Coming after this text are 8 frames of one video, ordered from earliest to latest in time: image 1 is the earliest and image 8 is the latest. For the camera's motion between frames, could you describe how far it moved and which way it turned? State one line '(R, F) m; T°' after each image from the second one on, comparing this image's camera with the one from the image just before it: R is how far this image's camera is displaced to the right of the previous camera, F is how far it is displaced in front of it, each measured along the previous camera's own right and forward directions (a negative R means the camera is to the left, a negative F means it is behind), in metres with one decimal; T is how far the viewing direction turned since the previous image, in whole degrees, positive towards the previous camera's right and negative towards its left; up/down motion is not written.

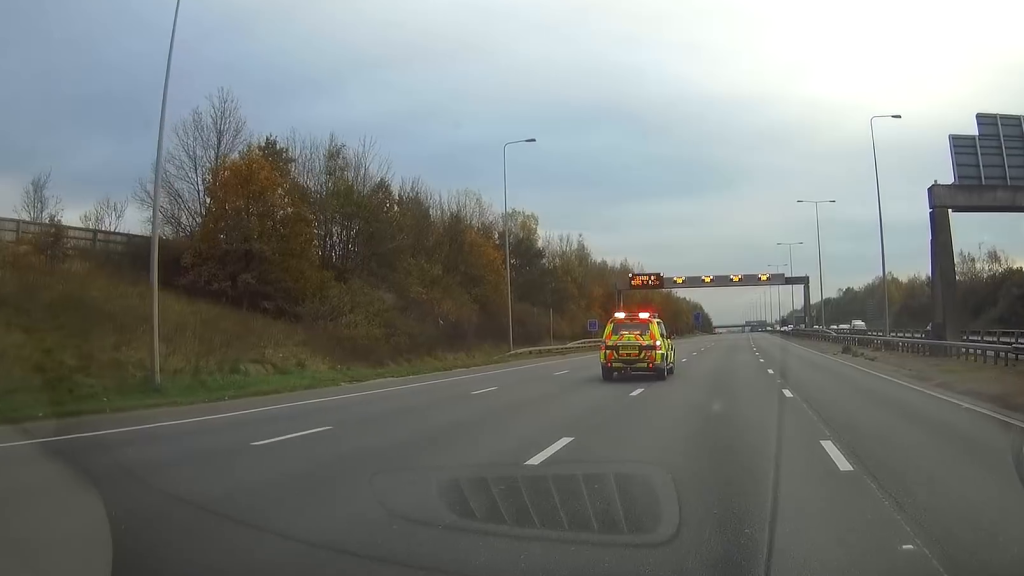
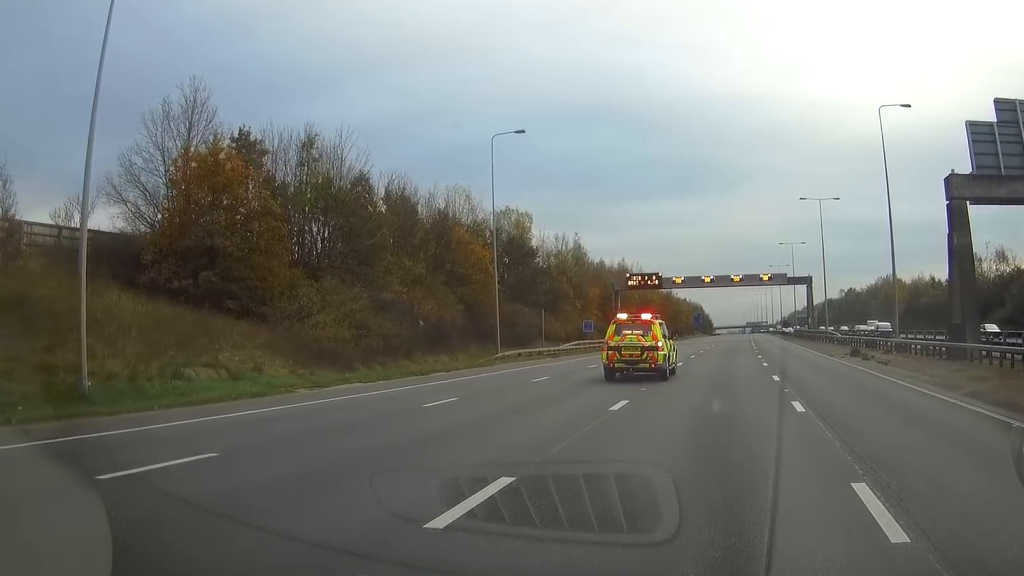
(+0.1, +3.4) m; 0°
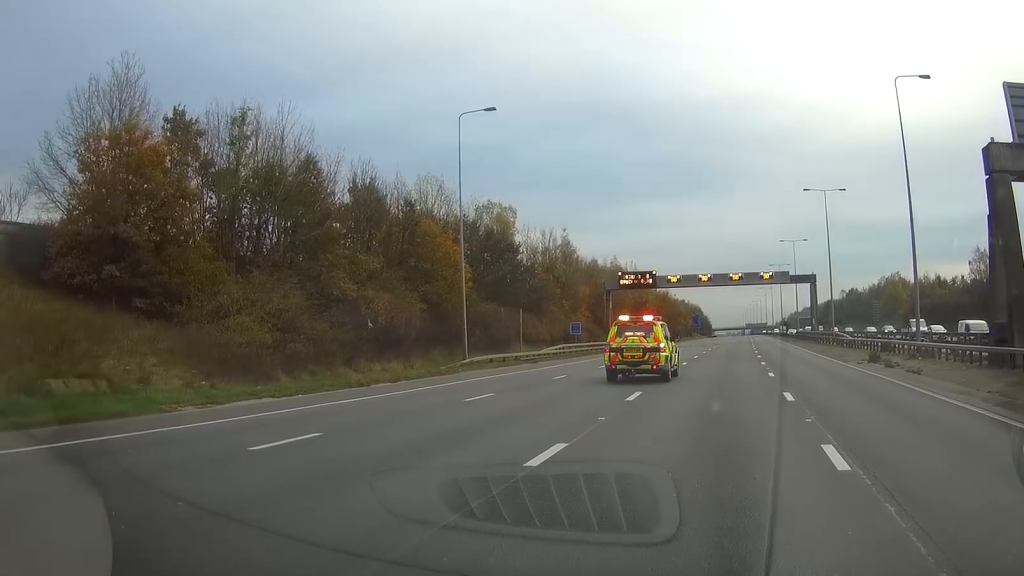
(-0.2, +6.9) m; -2°
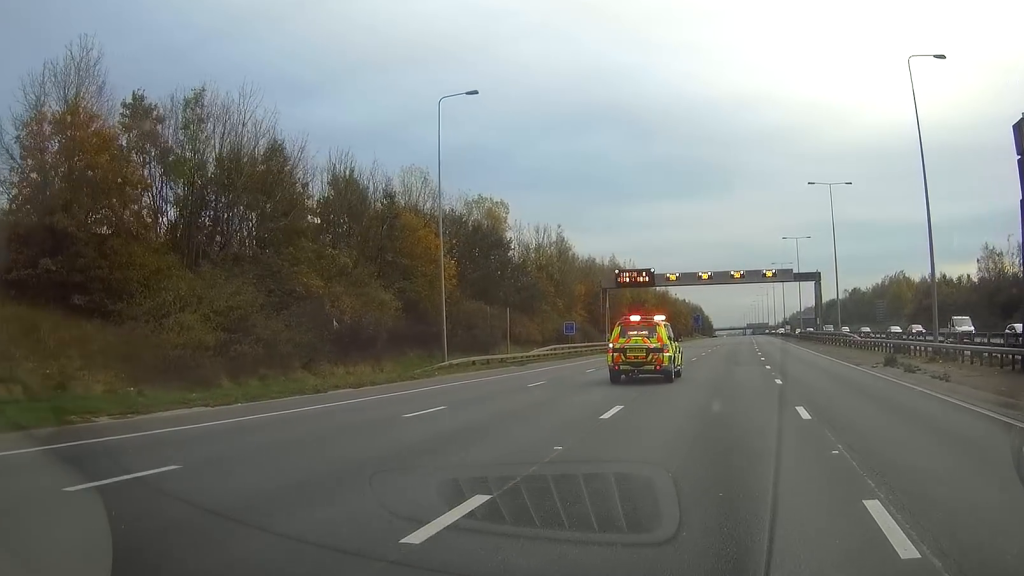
(0.0, +3.9) m; 0°
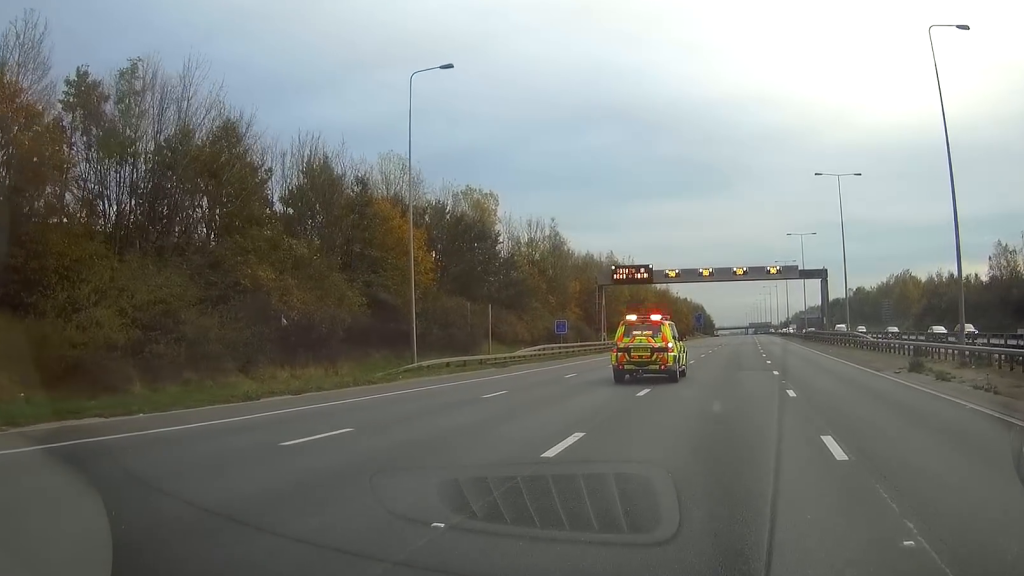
(0.0, +4.7) m; 0°
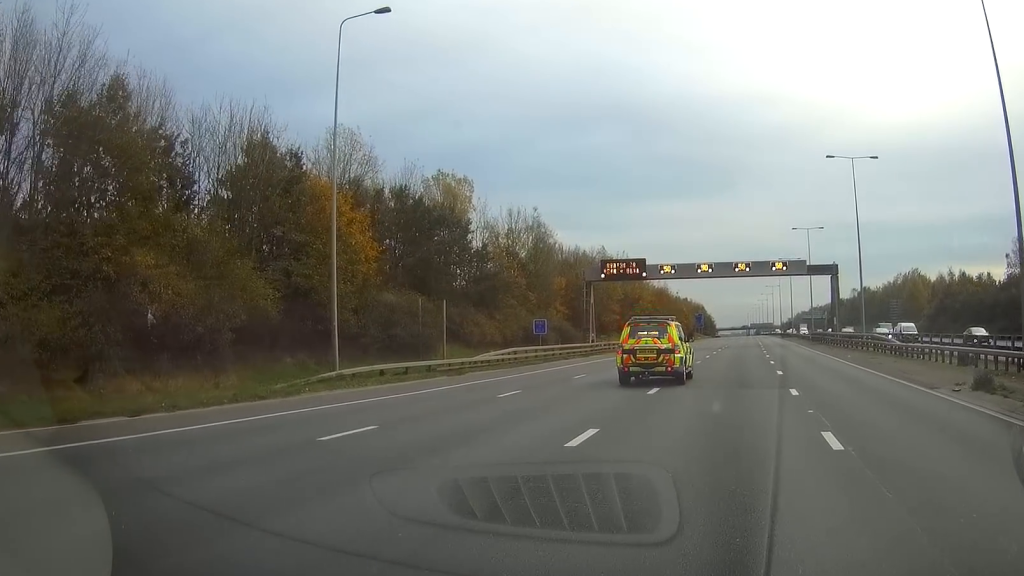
(0.0, +8.5) m; -1°
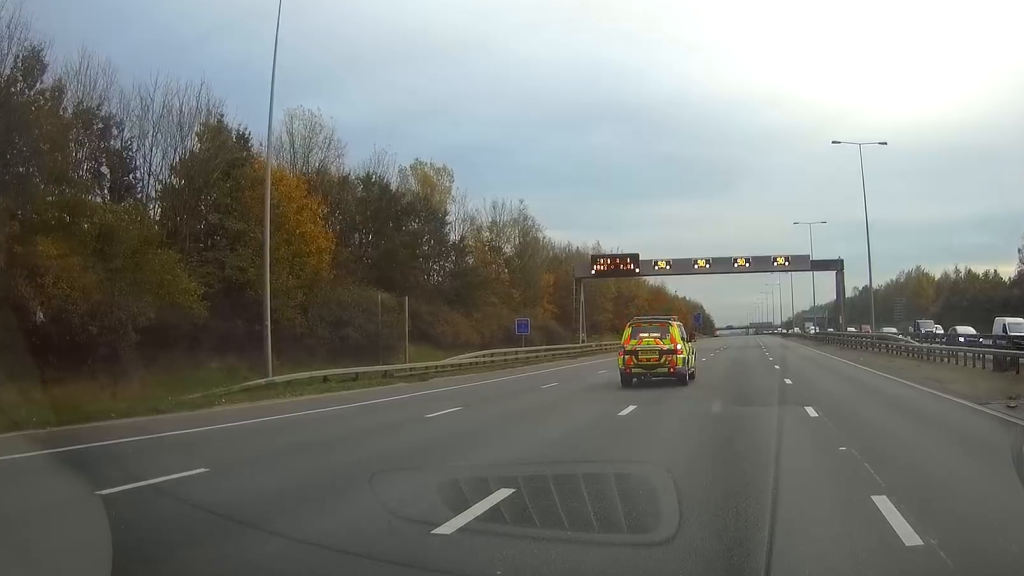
(0.0, +5.0) m; -1°
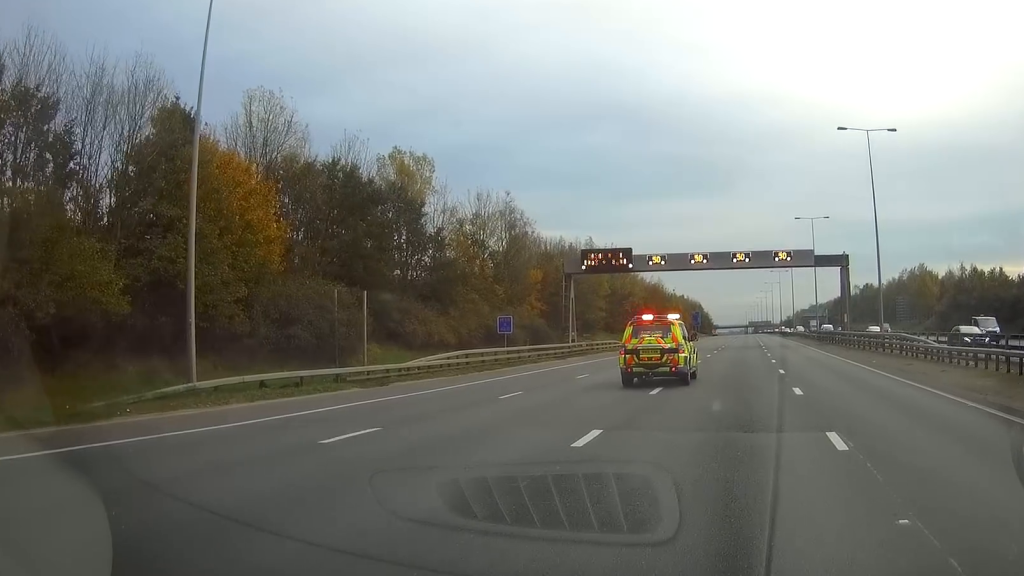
(0.0, +4.3) m; -1°
